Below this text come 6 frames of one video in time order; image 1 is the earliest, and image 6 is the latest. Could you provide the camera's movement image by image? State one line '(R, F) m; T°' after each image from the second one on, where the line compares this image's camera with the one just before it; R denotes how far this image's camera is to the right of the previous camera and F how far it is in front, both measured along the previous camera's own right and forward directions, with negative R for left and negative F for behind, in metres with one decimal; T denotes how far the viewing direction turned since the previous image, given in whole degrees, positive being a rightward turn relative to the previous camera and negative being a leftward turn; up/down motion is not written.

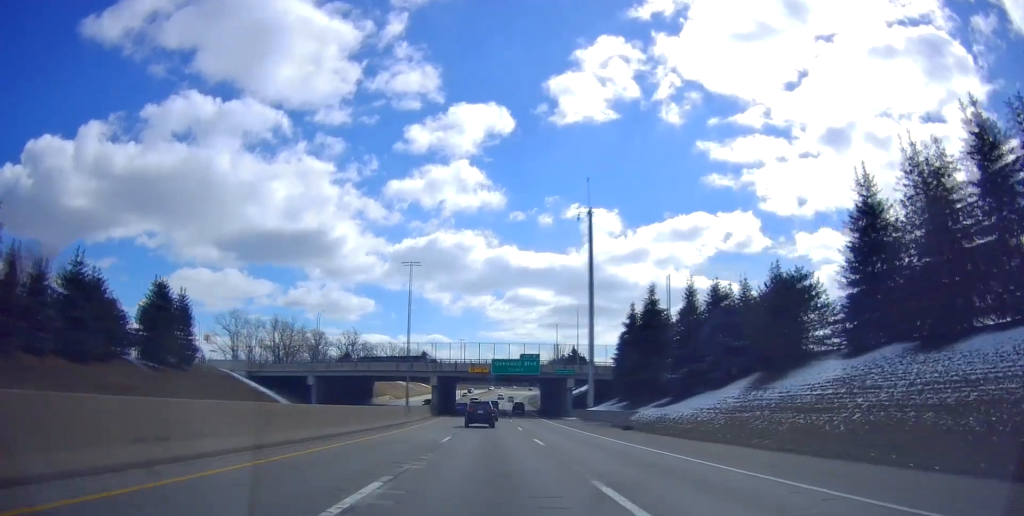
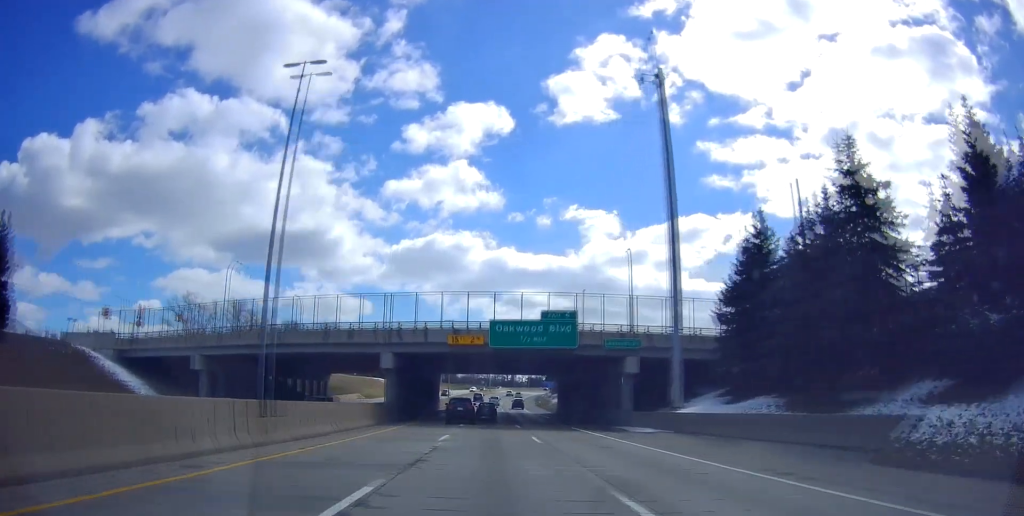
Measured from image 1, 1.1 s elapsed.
(+0.1, +32.0) m; 0°
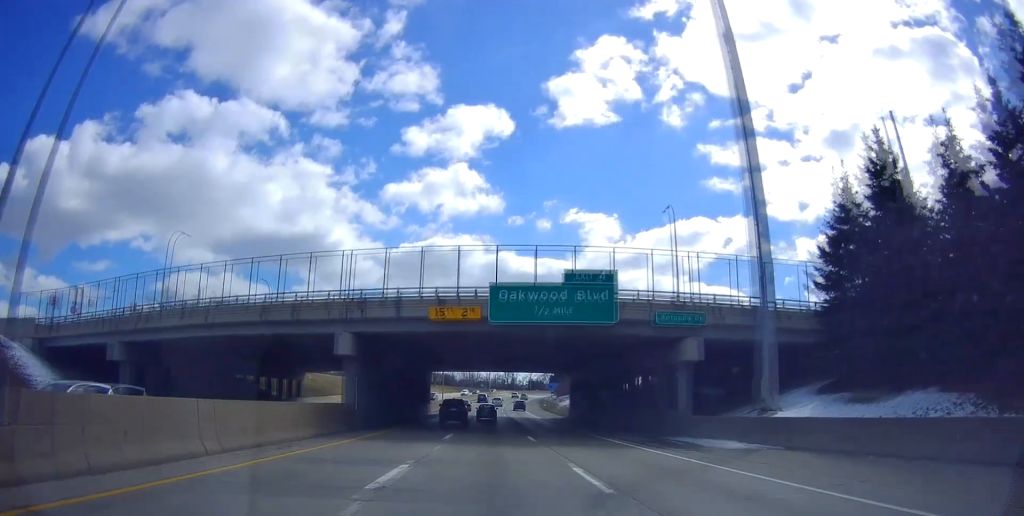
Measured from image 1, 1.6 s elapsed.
(0.0, +12.3) m; 0°
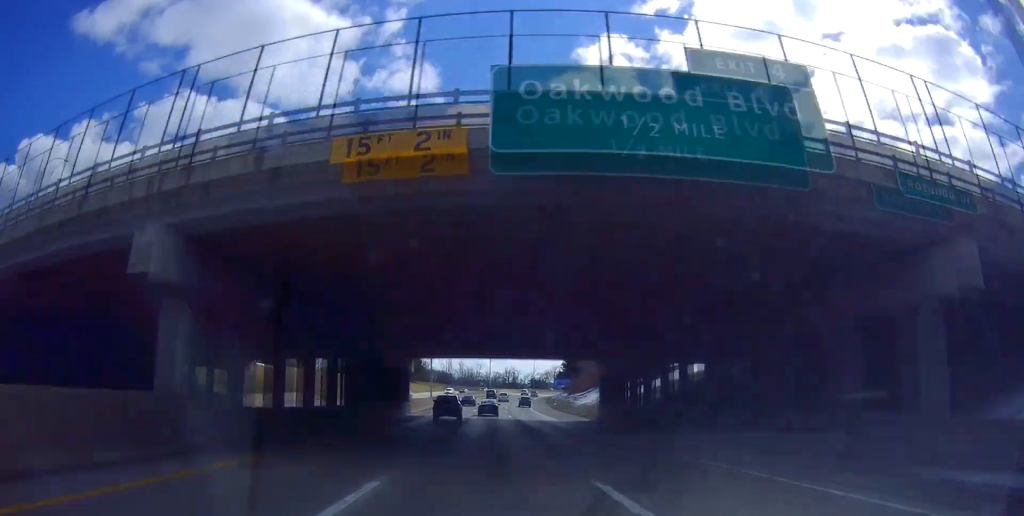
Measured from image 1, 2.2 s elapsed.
(0.0, +18.1) m; -1°
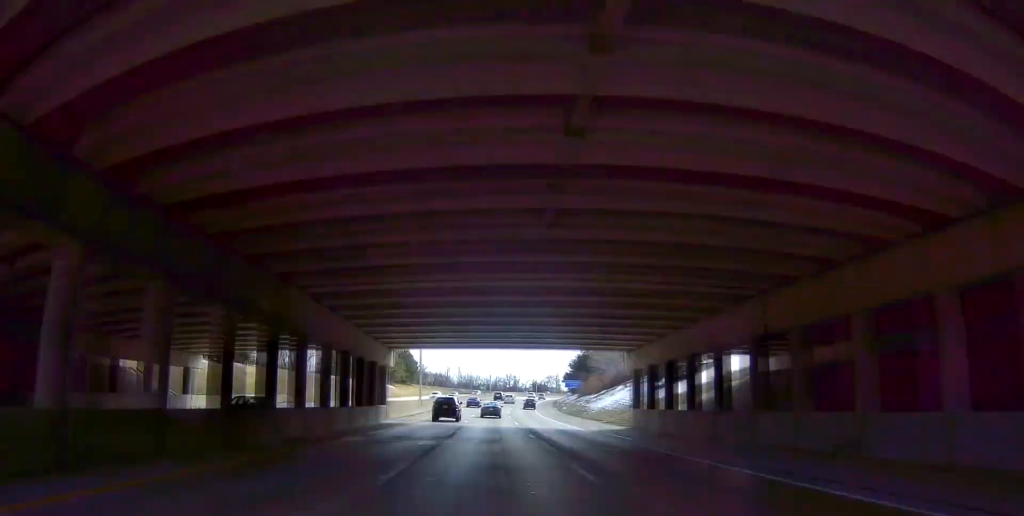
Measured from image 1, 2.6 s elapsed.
(+0.1, +11.5) m; 0°
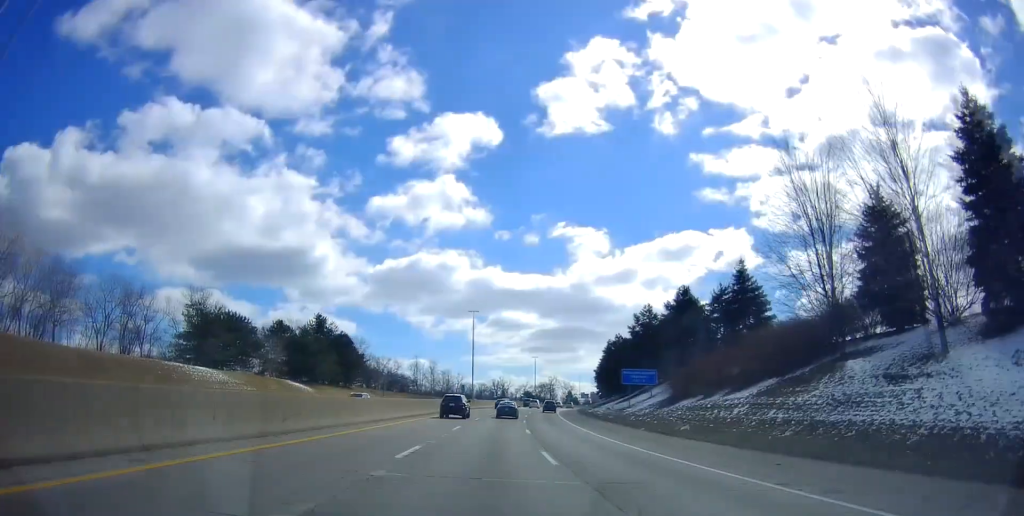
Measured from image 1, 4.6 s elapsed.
(+1.5, +56.6) m; +3°
